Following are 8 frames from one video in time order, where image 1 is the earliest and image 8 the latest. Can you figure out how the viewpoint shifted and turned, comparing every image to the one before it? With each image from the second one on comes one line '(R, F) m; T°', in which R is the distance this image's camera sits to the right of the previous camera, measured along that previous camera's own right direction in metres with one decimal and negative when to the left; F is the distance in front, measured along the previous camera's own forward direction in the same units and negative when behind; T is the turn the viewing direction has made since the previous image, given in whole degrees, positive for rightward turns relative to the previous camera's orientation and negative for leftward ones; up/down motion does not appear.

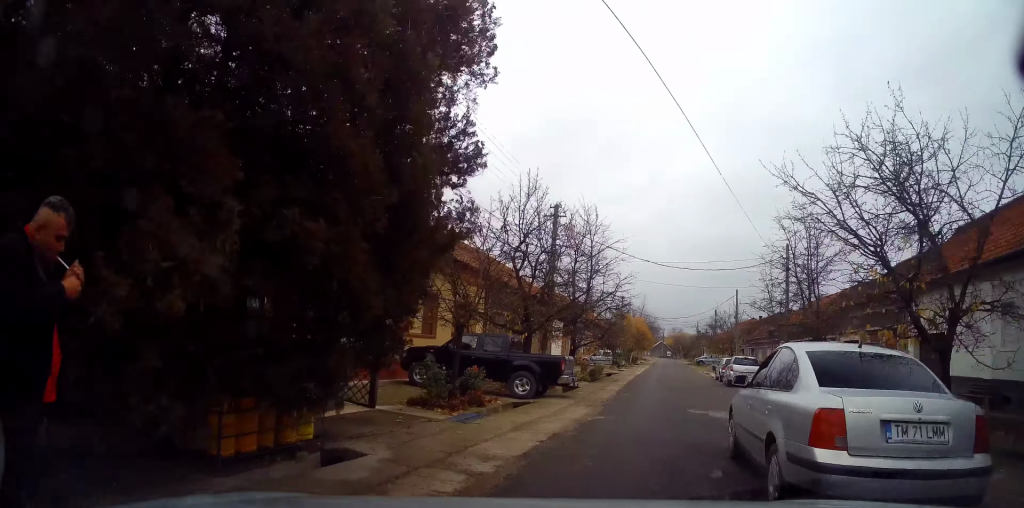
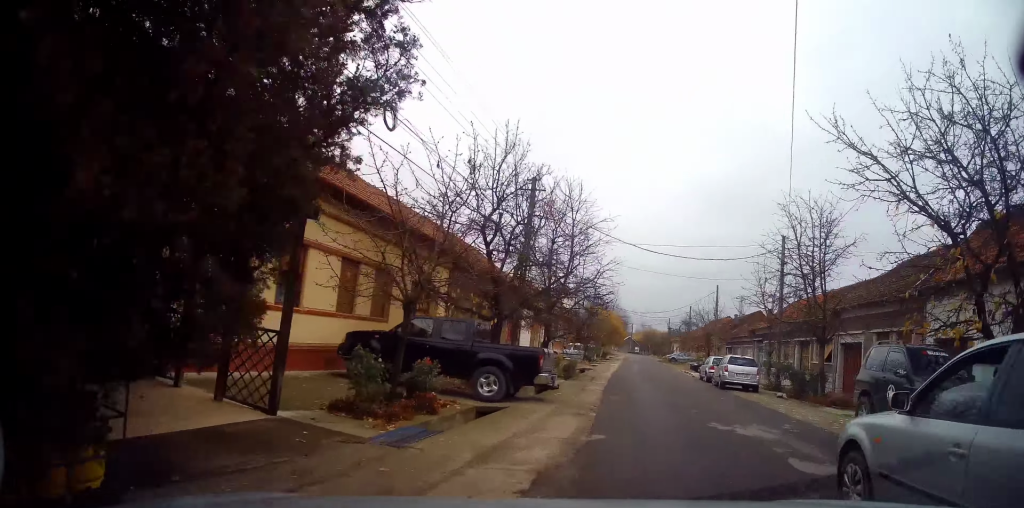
(+0.1, +2.7) m; +11°
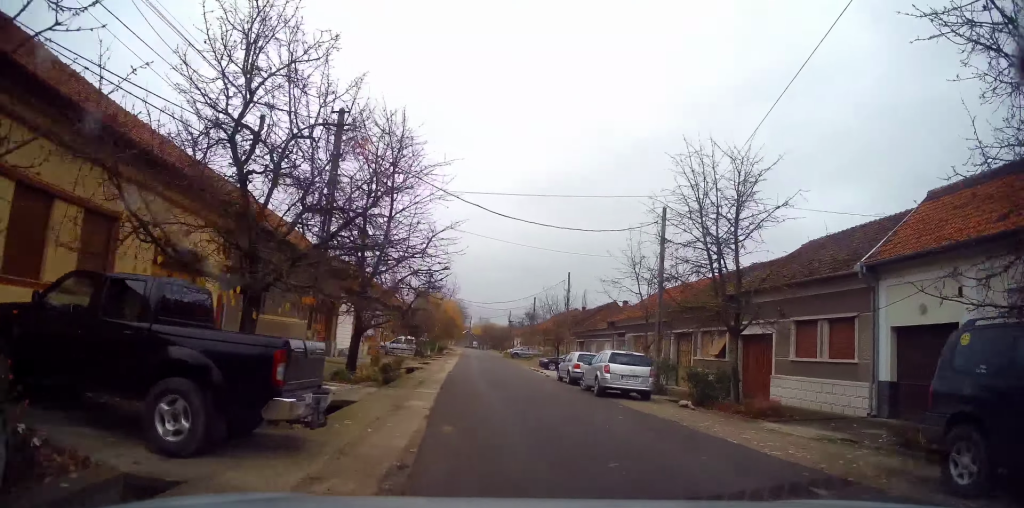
(+1.0, +6.4) m; +8°
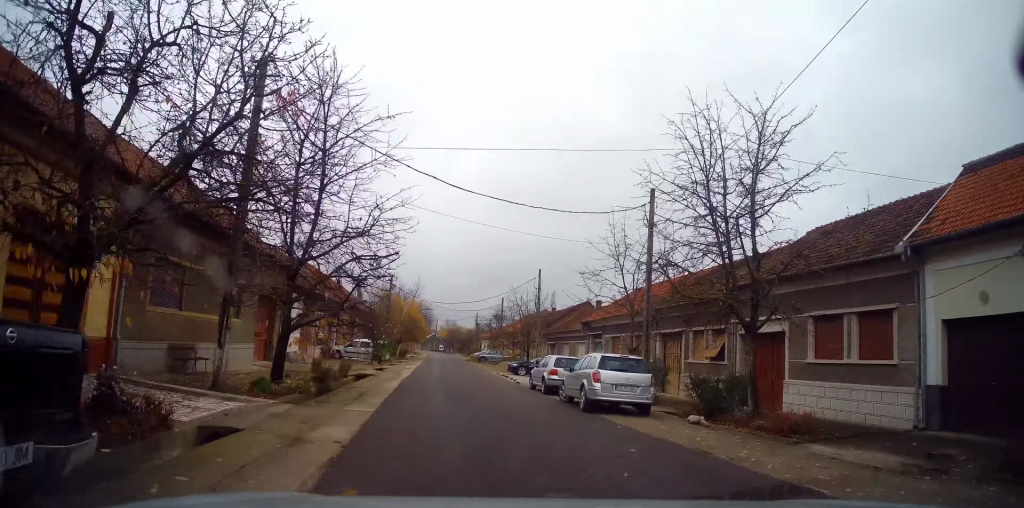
(0.0, +3.9) m; 0°
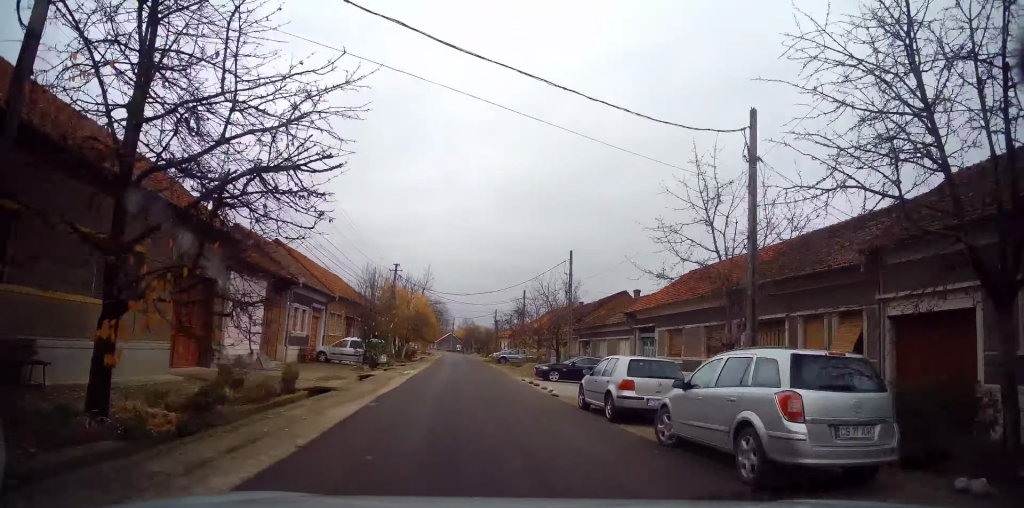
(0.0, +8.2) m; +1°
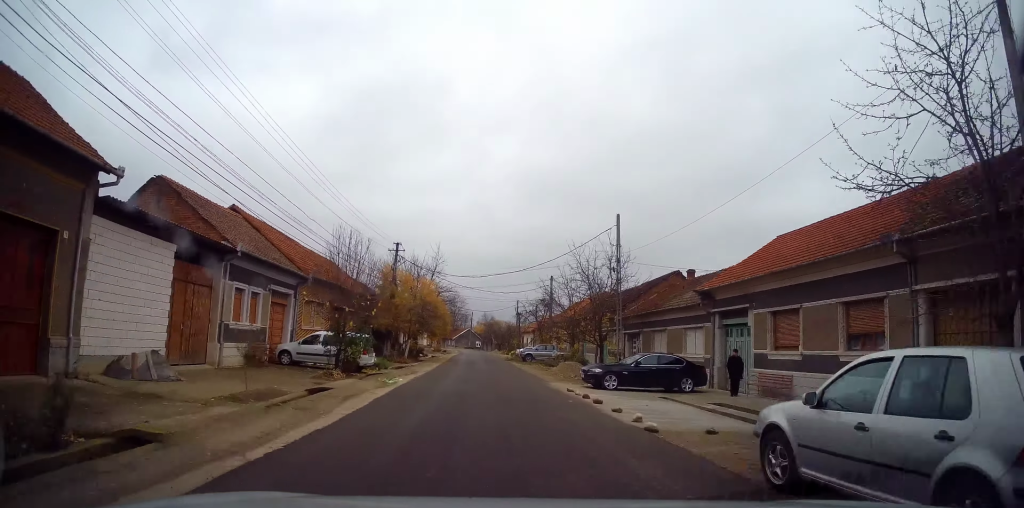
(+0.1, +8.6) m; 0°
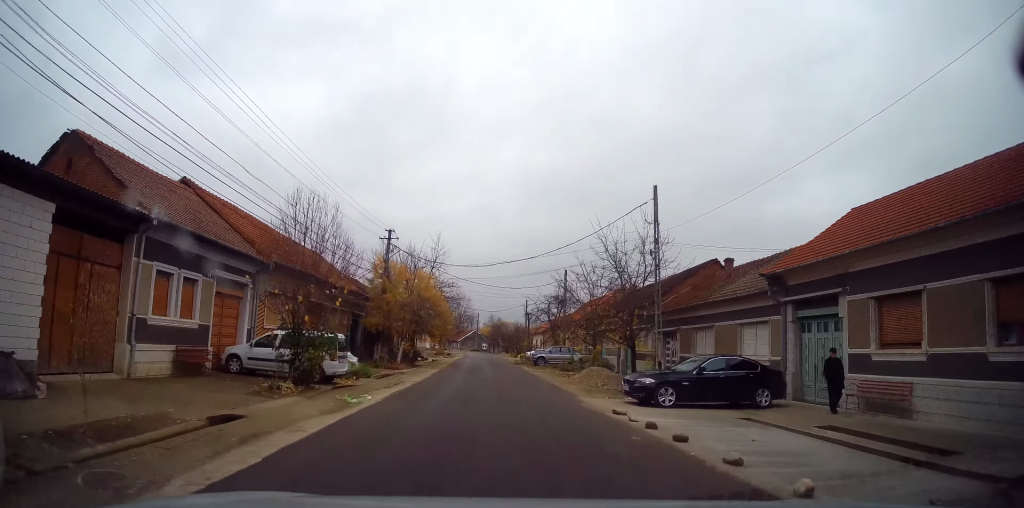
(0.0, +5.7) m; 0°
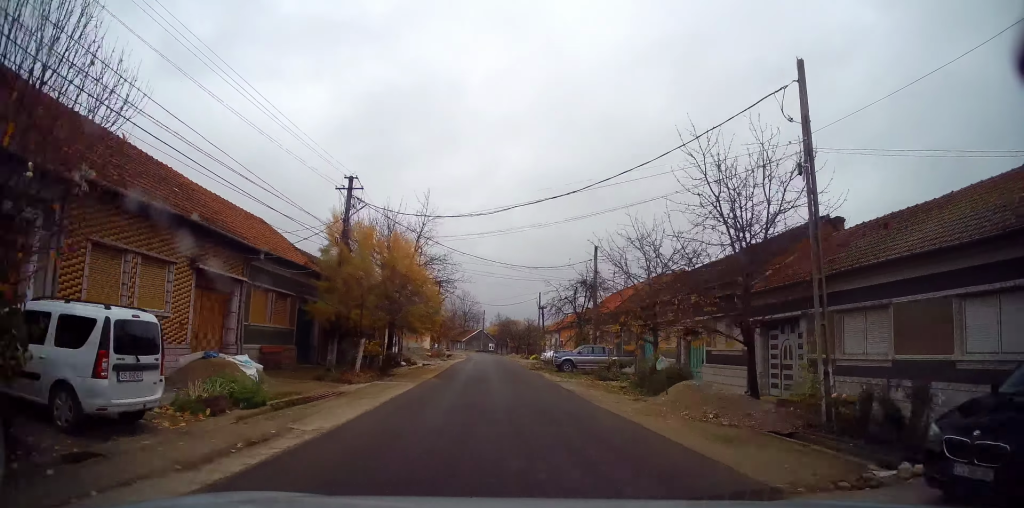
(0.0, +11.5) m; -1°
